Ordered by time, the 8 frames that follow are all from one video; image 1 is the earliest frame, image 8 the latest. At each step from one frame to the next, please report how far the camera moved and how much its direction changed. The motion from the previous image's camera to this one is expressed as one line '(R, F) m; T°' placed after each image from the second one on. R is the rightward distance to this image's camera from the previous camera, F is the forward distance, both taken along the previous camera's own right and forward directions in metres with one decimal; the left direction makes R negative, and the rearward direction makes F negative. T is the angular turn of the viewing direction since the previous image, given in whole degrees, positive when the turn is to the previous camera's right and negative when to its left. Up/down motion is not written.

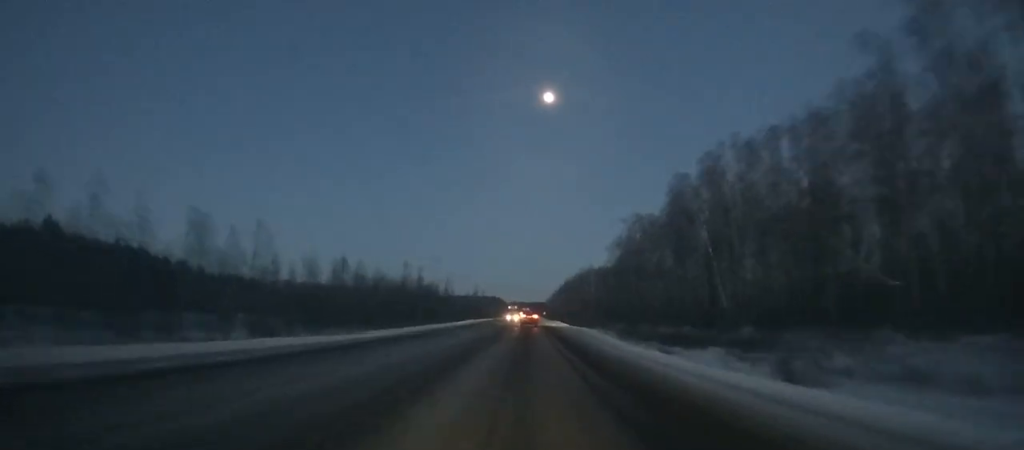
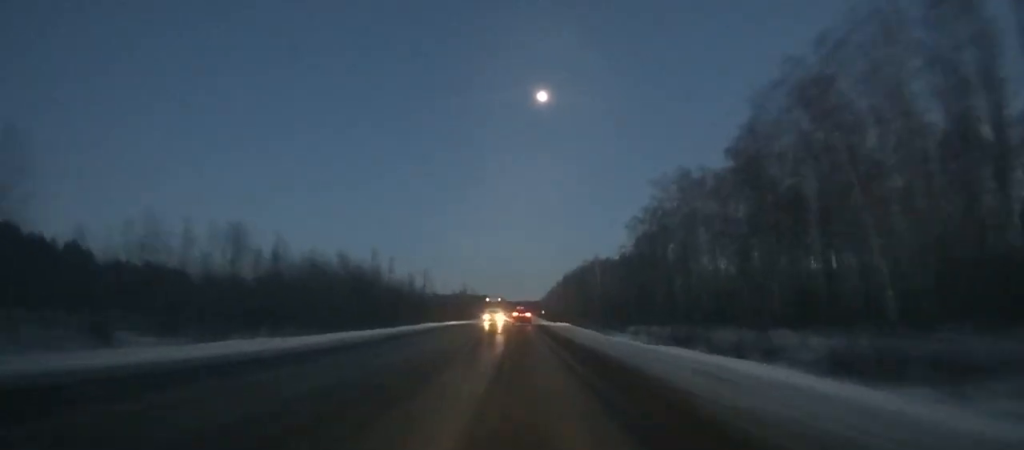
(0.0, +40.4) m; 0°
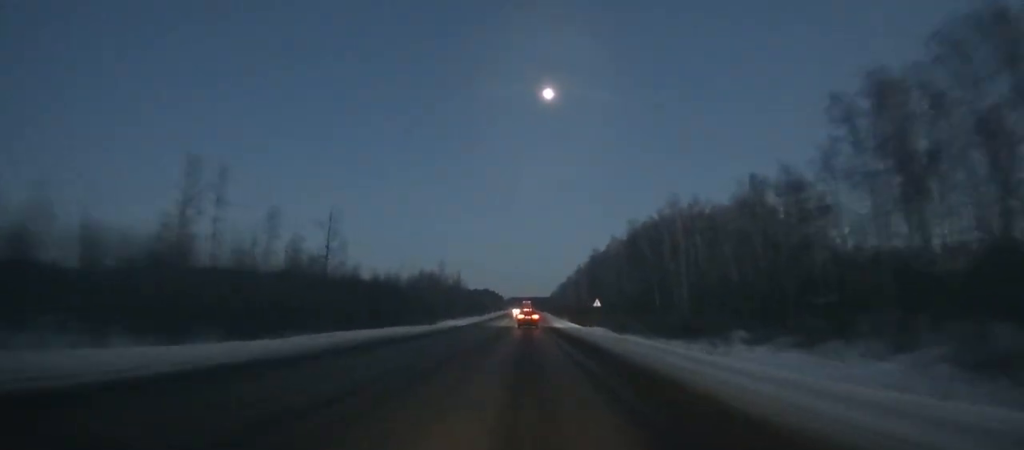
(0.0, +108.1) m; 0°
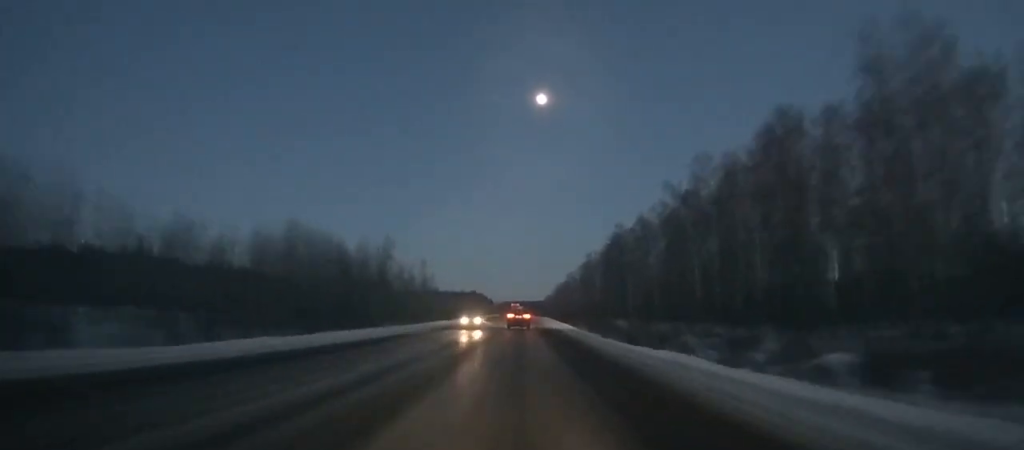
(+0.3, +74.3) m; 0°
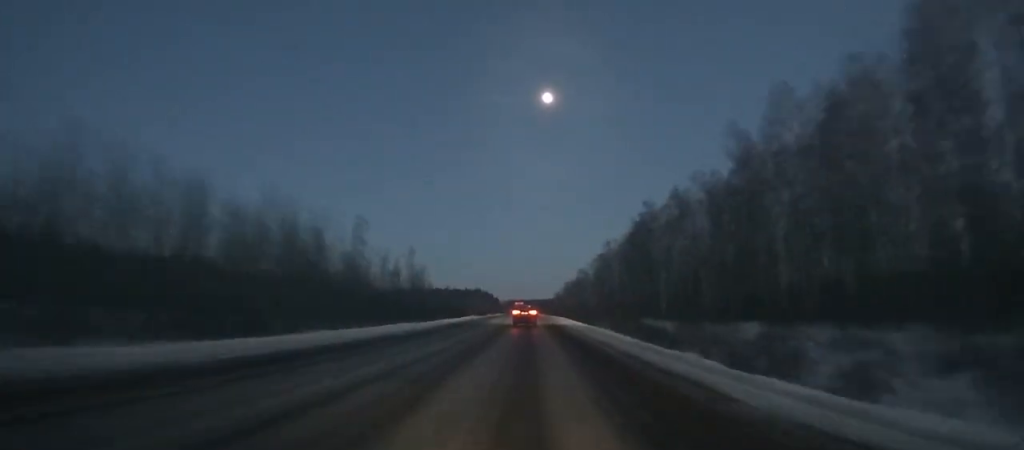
(-0.1, +30.7) m; 0°
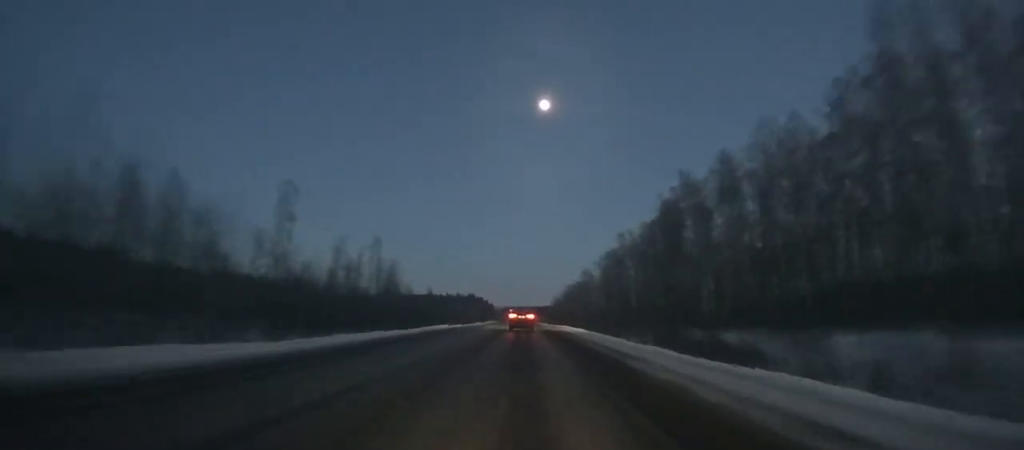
(-0.2, +33.1) m; 0°
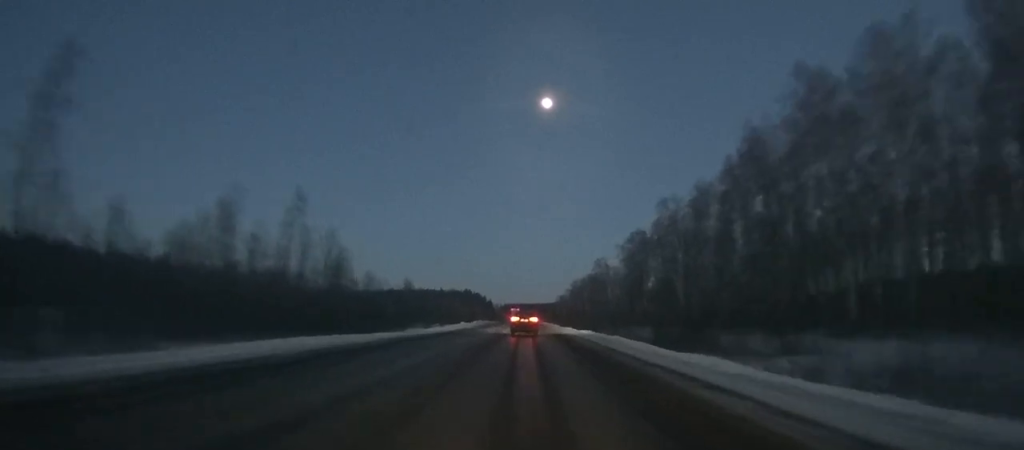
(0.0, +44.5) m; 0°
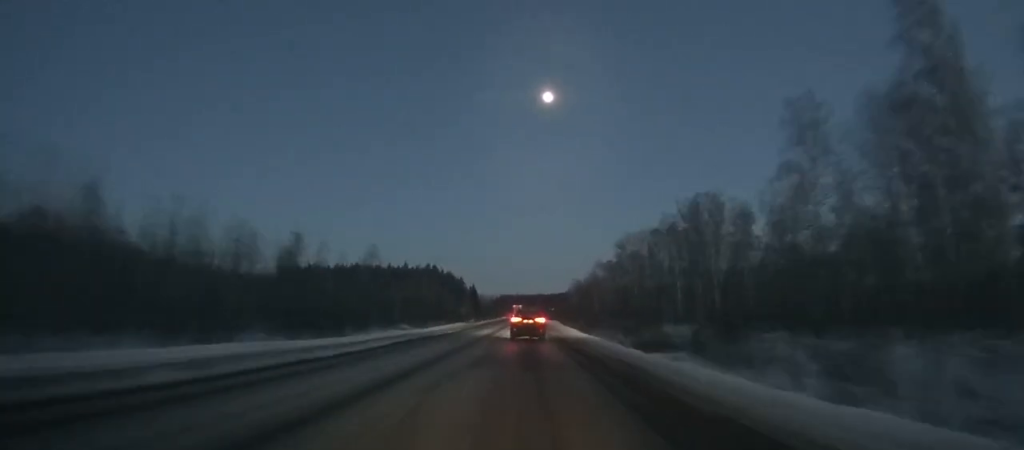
(+0.1, +181.1) m; 0°
